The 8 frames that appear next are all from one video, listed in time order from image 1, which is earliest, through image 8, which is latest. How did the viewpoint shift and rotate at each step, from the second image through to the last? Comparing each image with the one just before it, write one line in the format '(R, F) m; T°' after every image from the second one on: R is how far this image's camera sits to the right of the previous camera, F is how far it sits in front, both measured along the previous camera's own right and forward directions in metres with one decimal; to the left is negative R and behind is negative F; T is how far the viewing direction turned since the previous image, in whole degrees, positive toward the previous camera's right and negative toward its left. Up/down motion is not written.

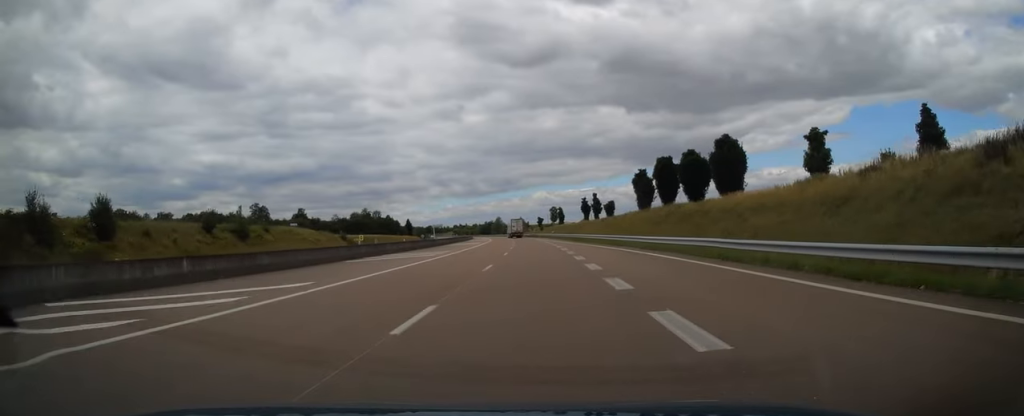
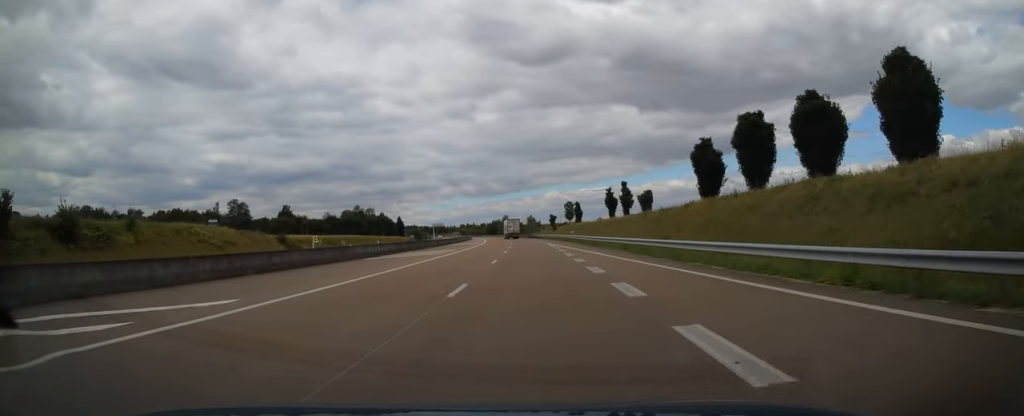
(0.0, +34.3) m; -1°
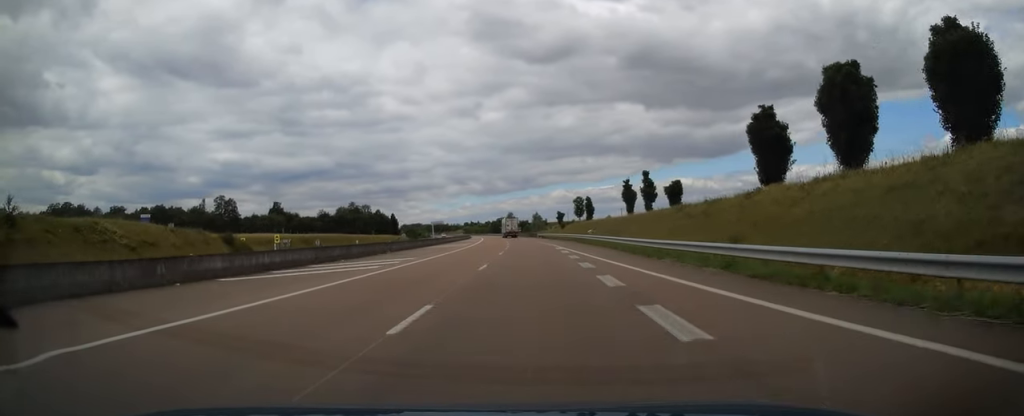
(+0.1, +17.6) m; -1°
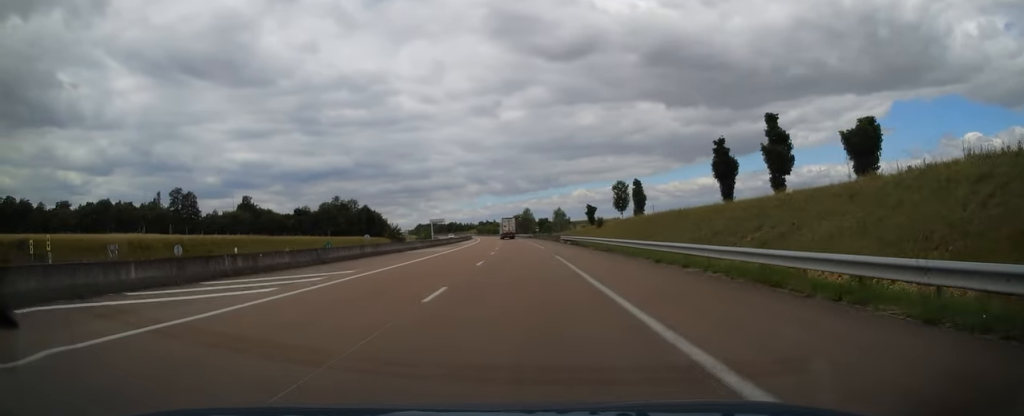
(-1.1, +47.9) m; -2°
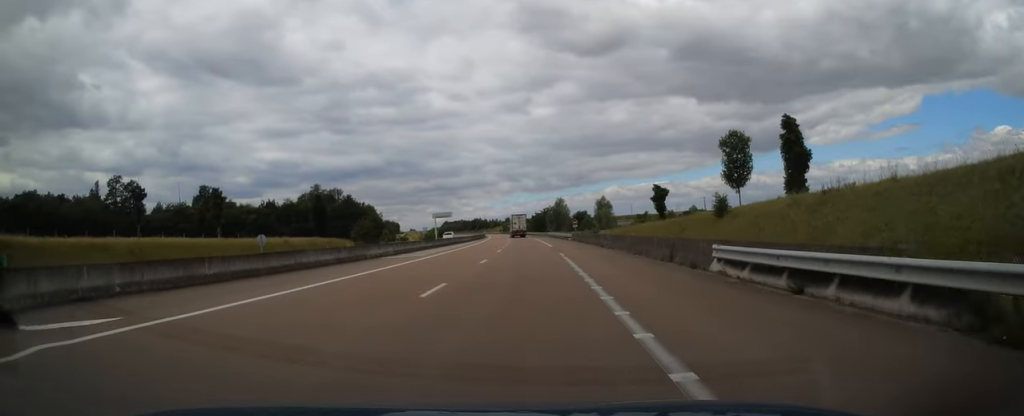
(-1.3, +51.3) m; -4°
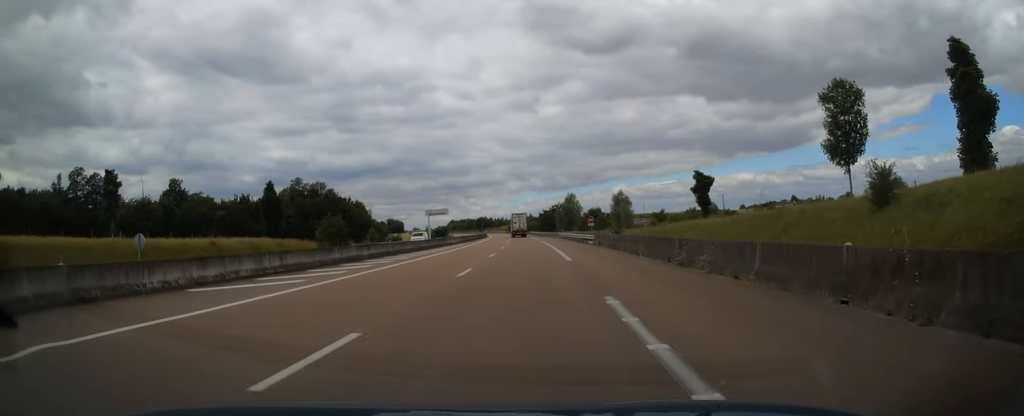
(-0.3, +20.5) m; -1°
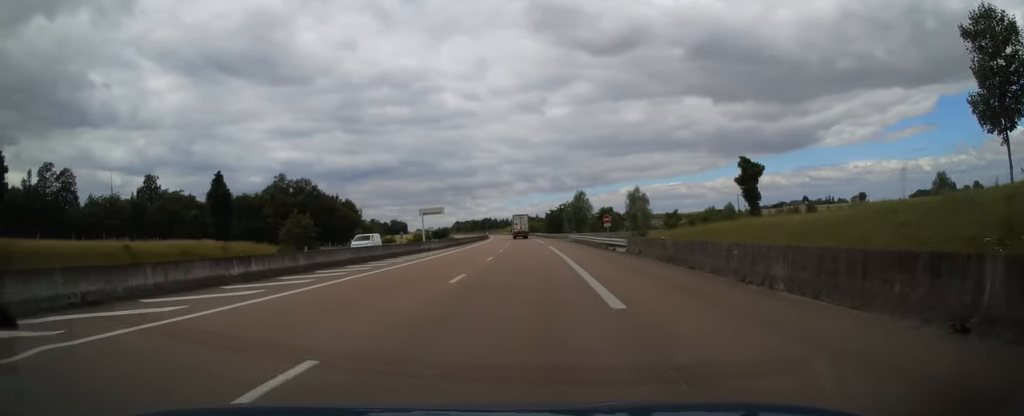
(0.0, +14.6) m; 0°
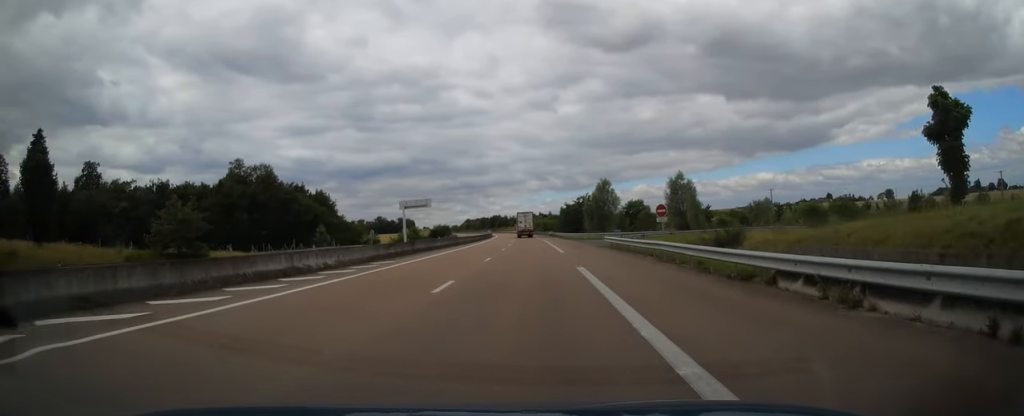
(-0.2, +28.7) m; -1°
